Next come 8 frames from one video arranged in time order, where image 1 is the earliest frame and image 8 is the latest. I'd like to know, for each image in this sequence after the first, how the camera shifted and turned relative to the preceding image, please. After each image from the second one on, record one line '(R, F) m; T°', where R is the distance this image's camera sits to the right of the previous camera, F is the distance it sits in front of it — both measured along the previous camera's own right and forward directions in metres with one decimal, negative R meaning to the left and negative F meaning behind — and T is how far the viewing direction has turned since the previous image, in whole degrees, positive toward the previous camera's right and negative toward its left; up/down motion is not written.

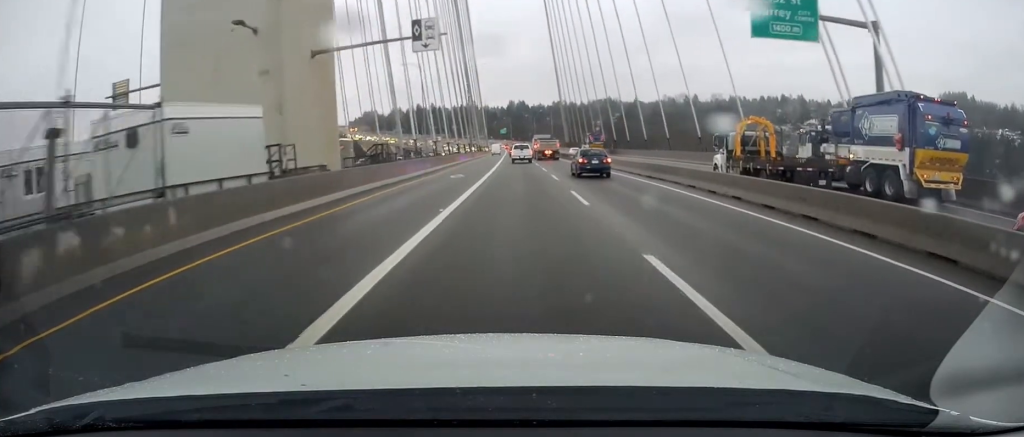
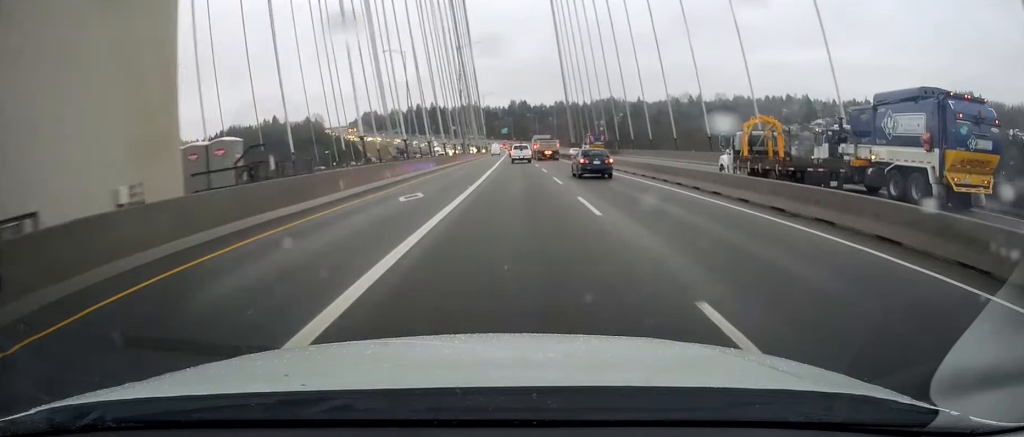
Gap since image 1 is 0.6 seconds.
(+0.1, +15.2) m; 0°
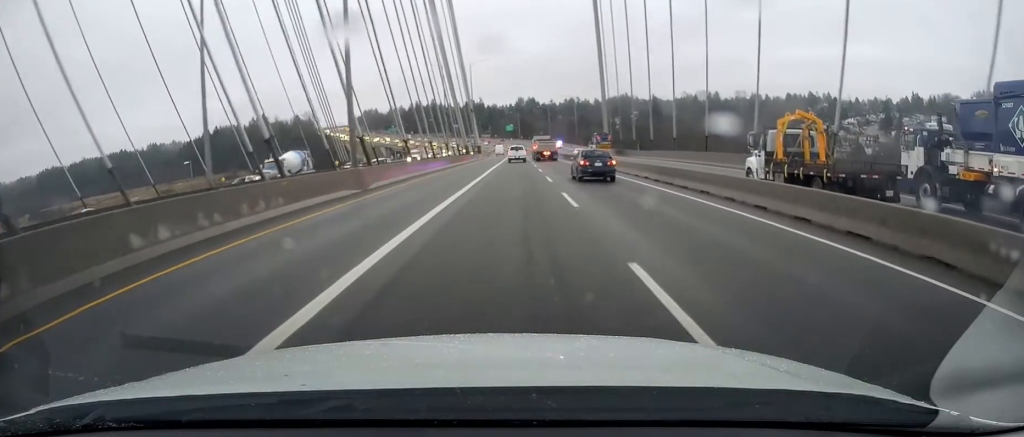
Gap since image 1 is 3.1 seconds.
(-0.1, +54.3) m; 0°
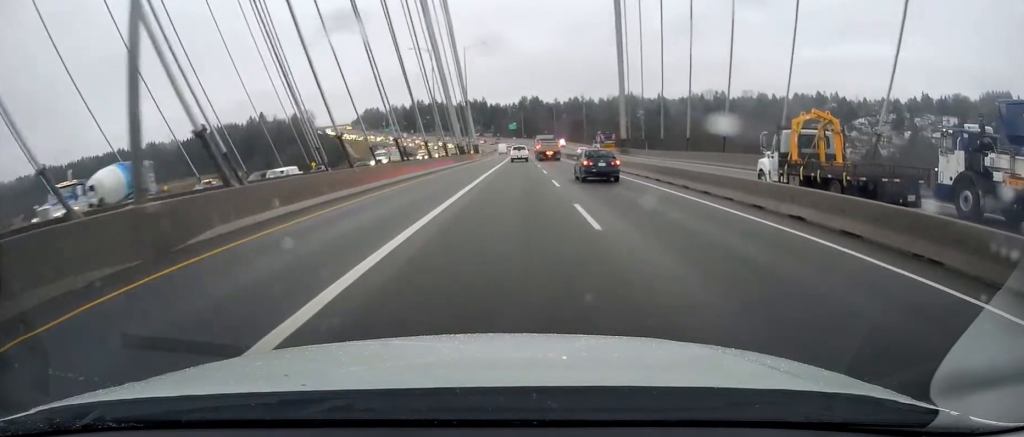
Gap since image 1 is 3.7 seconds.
(-0.1, +13.9) m; 0°
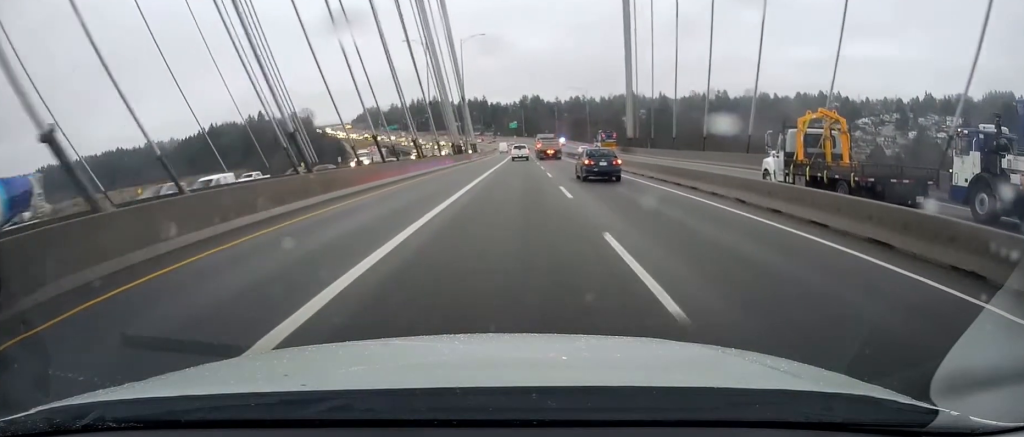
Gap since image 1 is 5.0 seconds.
(-0.1, +28.0) m; 0°
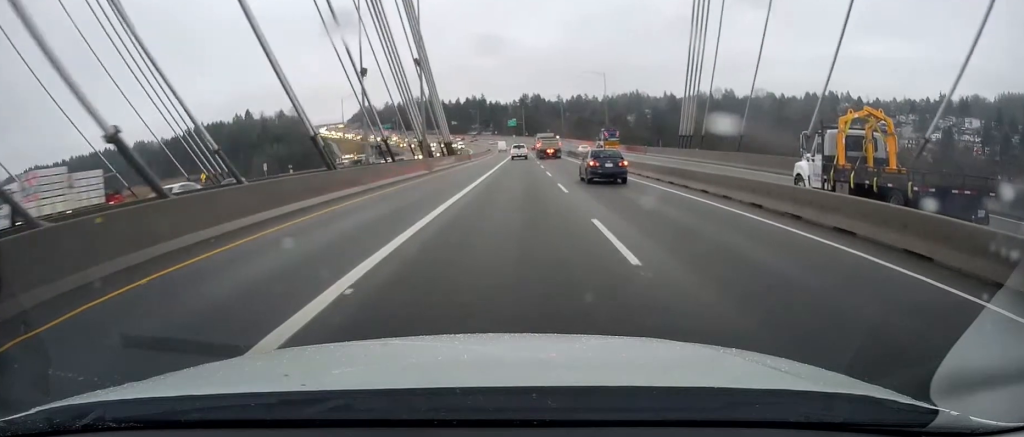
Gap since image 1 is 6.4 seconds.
(-0.1, +33.1) m; -1°
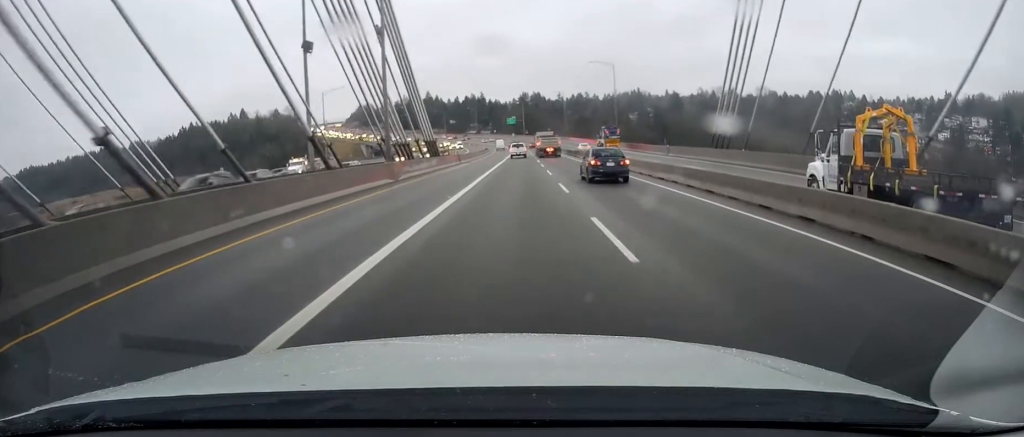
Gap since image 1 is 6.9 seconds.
(-0.2, +12.7) m; 0°
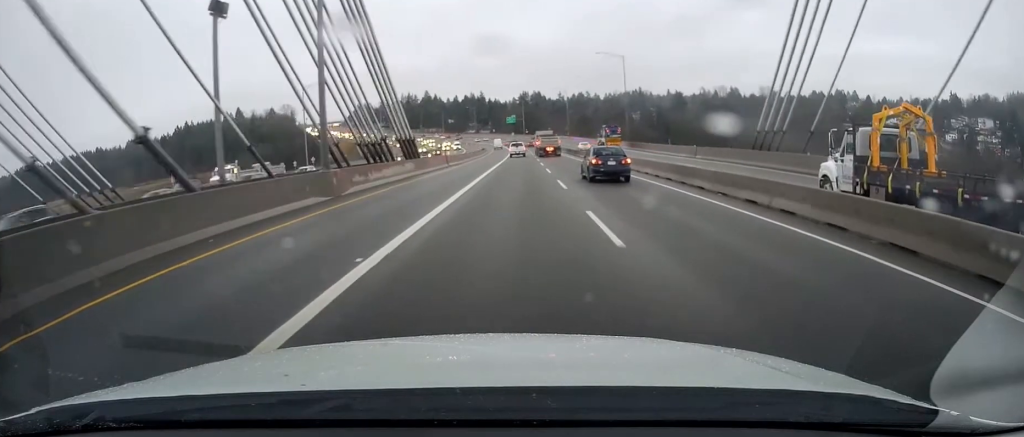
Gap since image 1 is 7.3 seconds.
(-0.2, +11.0) m; 0°
